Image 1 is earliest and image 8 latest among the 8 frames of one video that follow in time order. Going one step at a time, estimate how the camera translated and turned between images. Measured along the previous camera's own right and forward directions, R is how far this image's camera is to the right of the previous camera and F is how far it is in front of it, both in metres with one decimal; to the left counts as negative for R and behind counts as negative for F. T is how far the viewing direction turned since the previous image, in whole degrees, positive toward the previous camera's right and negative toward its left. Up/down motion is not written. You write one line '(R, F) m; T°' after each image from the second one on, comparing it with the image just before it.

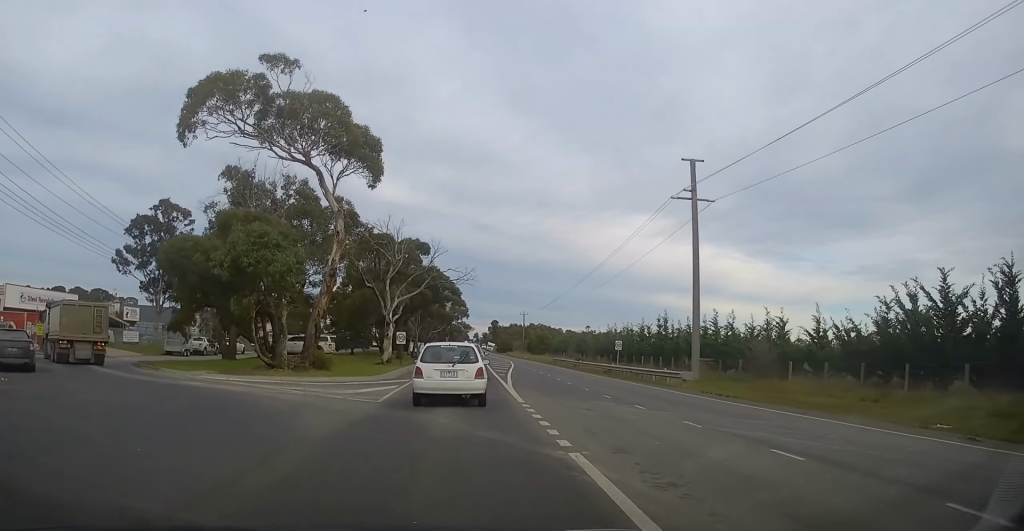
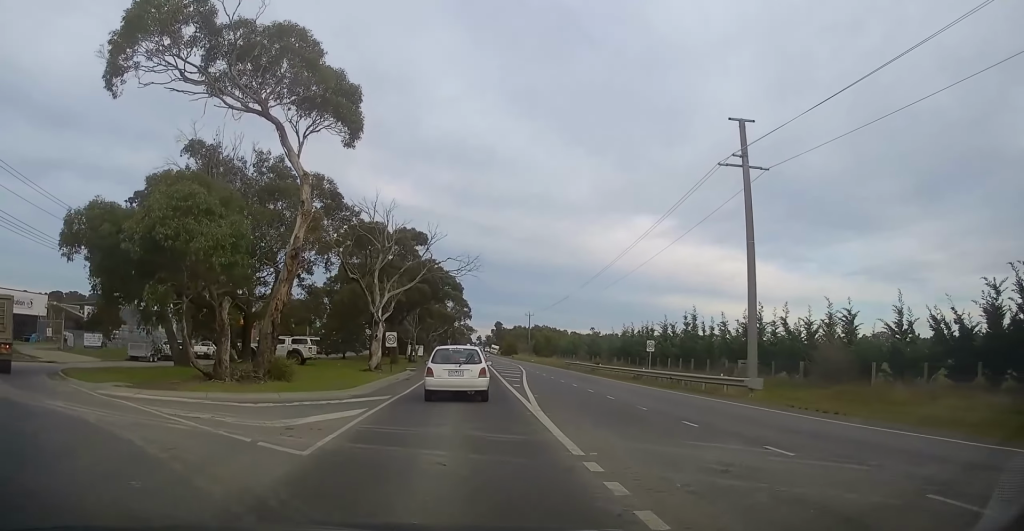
(0.0, +7.6) m; 0°
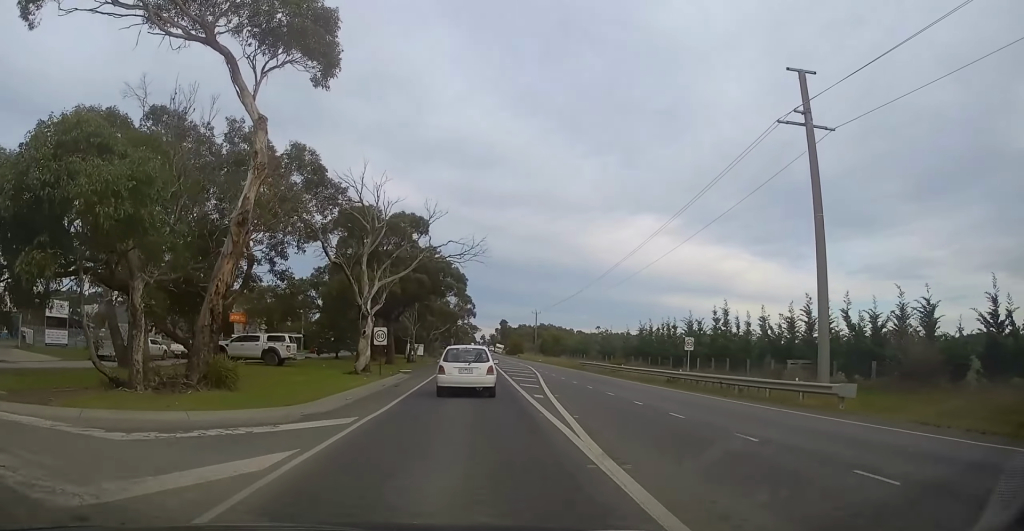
(0.0, +5.9) m; 0°
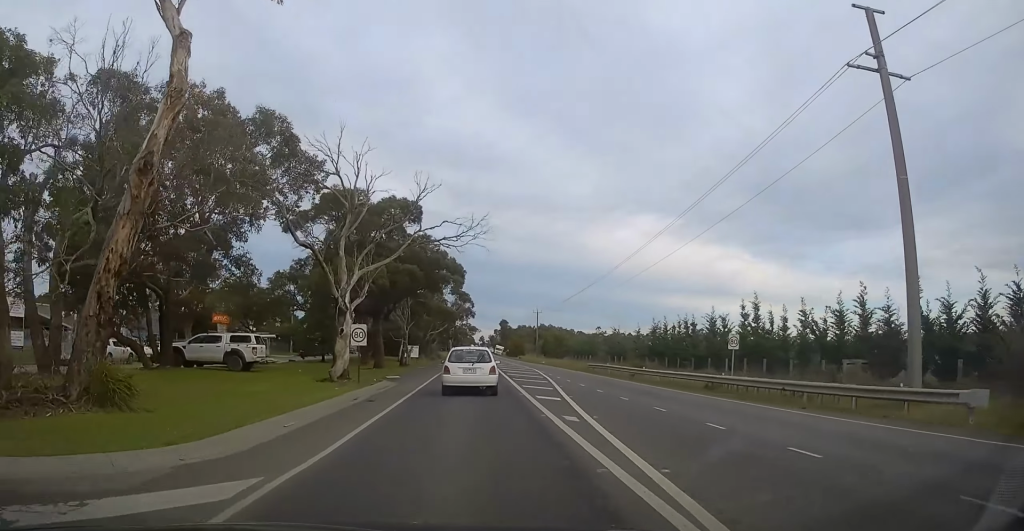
(0.0, +5.6) m; 0°
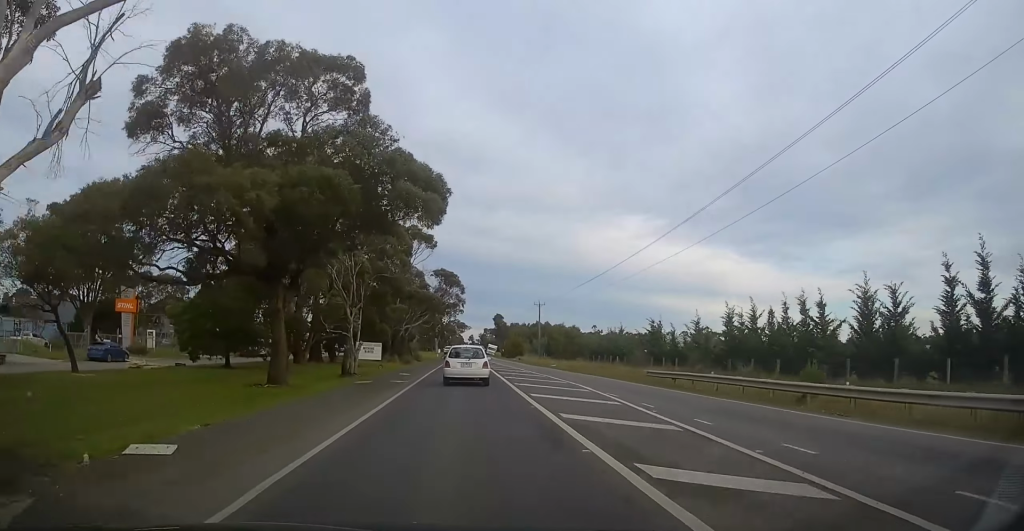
(0.0, +22.8) m; 0°
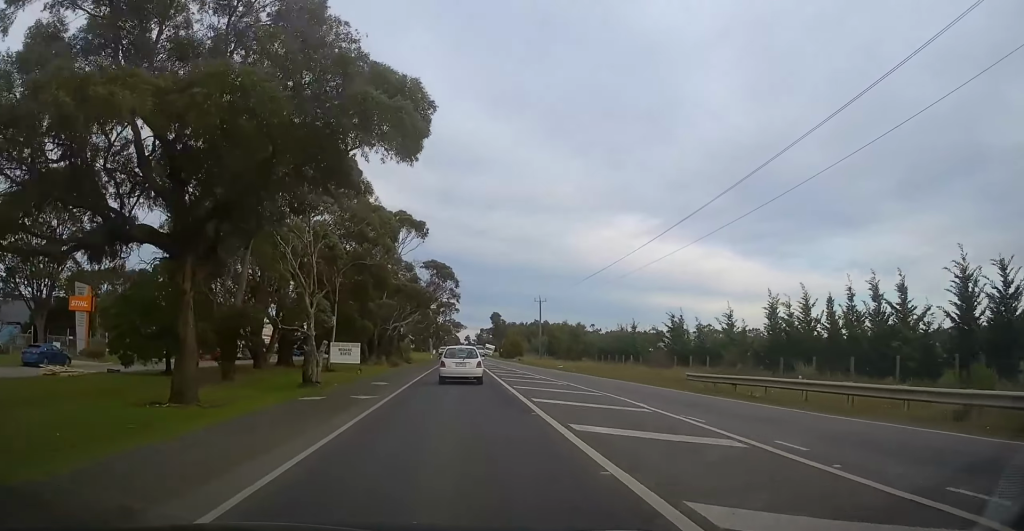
(0.0, +7.7) m; 0°
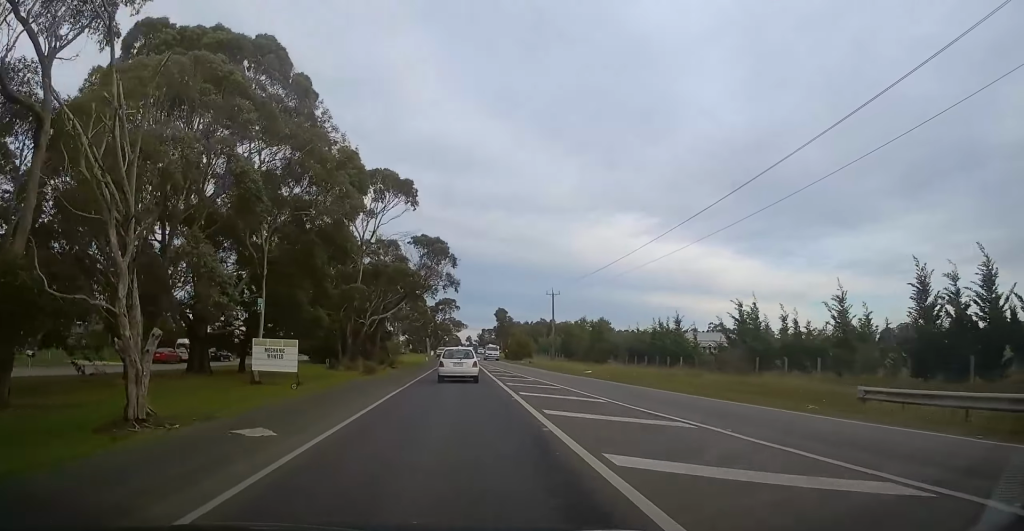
(0.0, +14.7) m; 0°
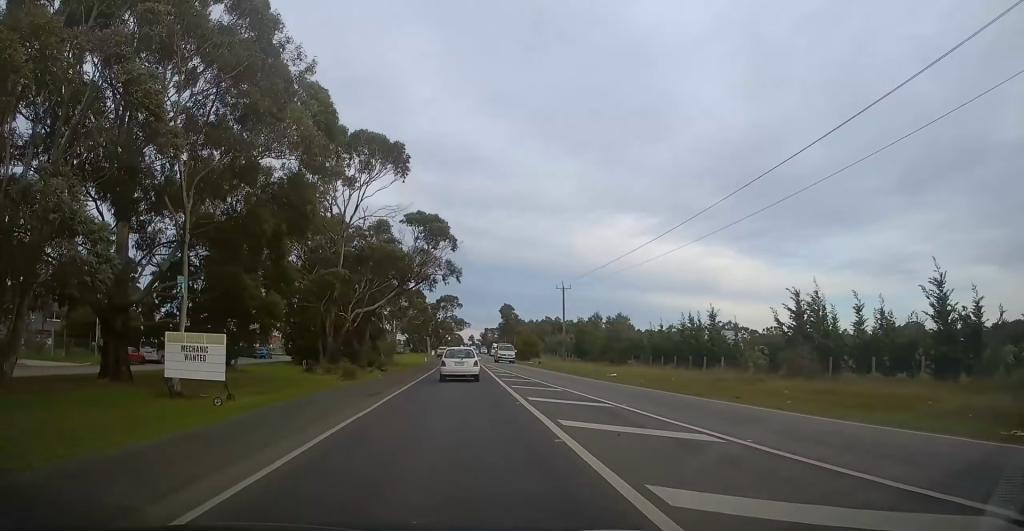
(0.0, +7.8) m; 0°
